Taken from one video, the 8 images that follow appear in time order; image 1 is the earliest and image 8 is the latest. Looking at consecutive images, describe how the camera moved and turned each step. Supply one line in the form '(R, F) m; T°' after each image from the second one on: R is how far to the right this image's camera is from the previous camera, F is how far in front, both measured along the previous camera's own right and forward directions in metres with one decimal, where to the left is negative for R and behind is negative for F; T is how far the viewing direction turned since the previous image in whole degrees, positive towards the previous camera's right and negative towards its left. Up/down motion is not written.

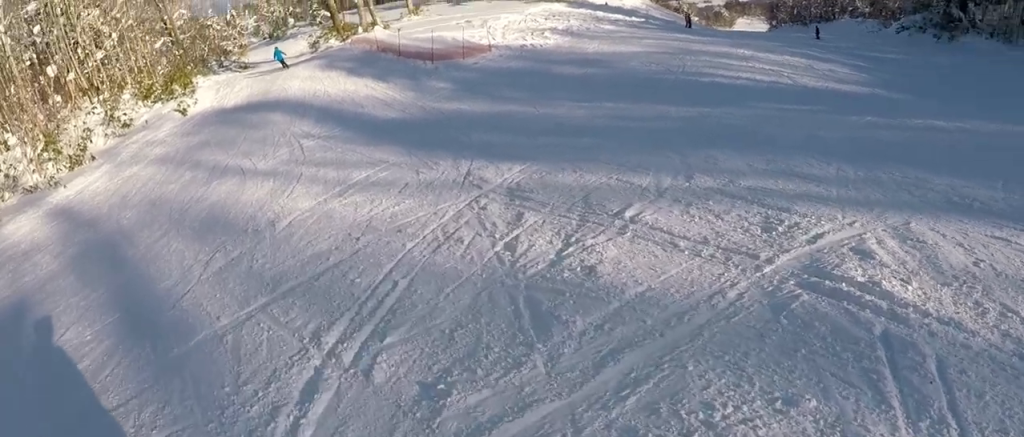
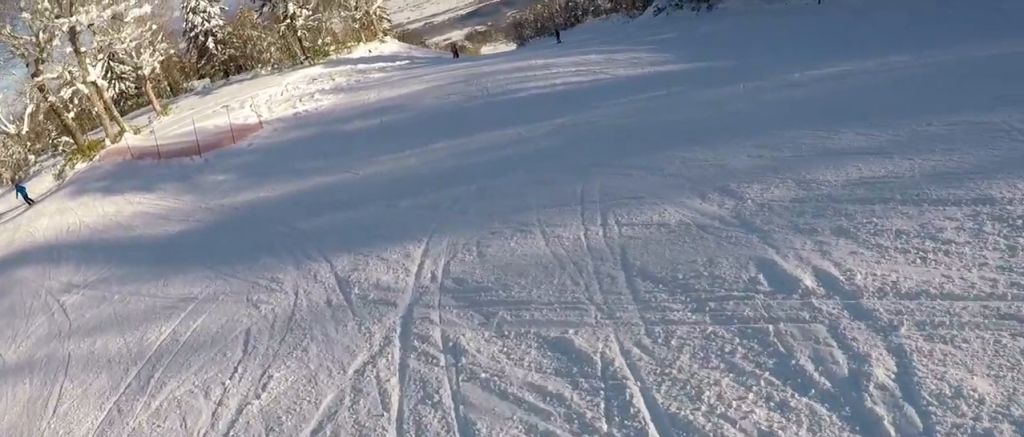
(+0.5, +4.2) m; +17°
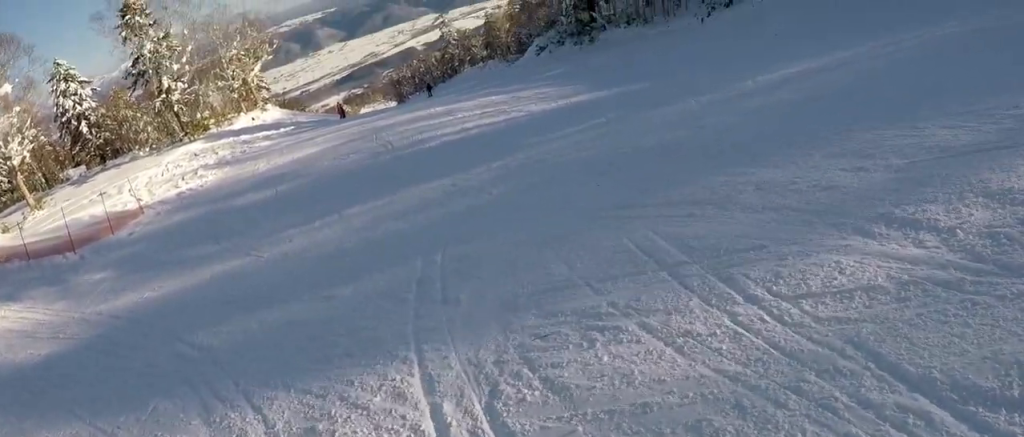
(-0.2, +2.6) m; +12°
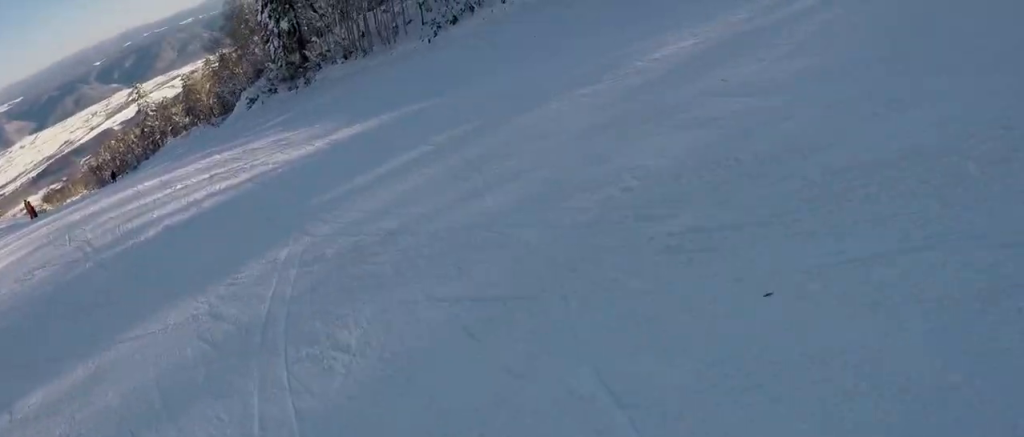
(+1.6, +5.3) m; +33°
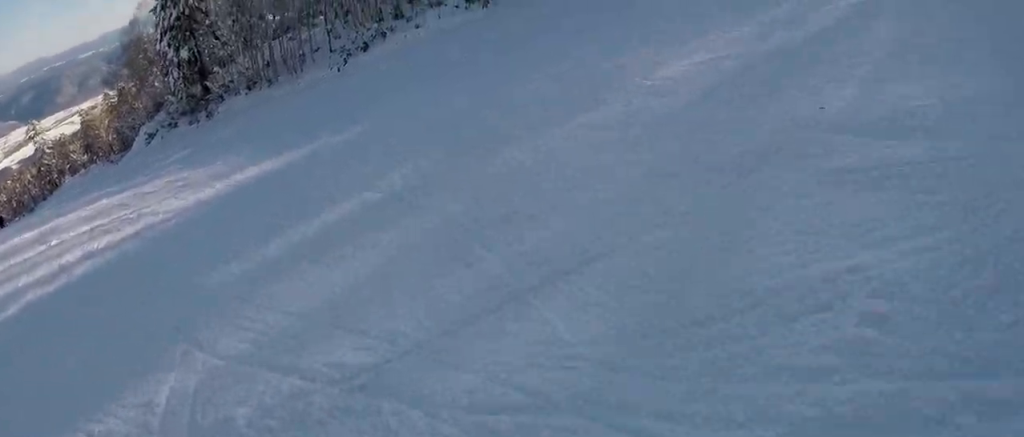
(+0.7, +2.4) m; +11°
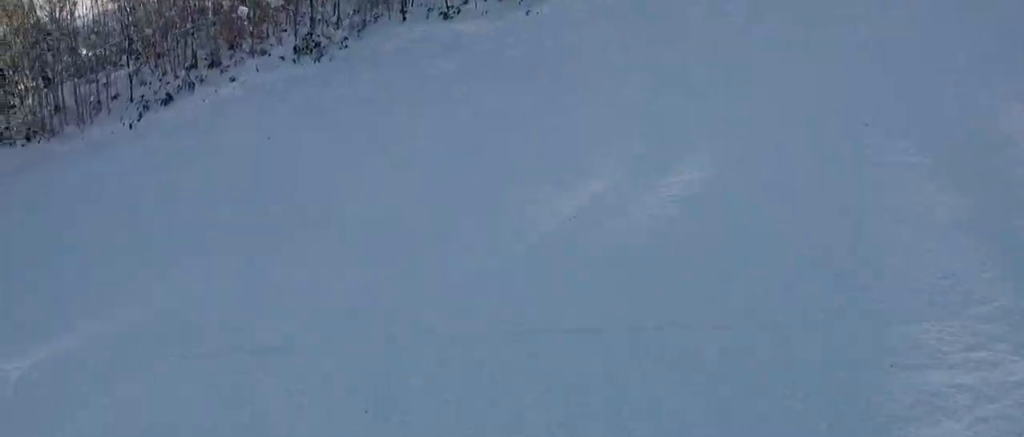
(+2.5, +9.4) m; -6°
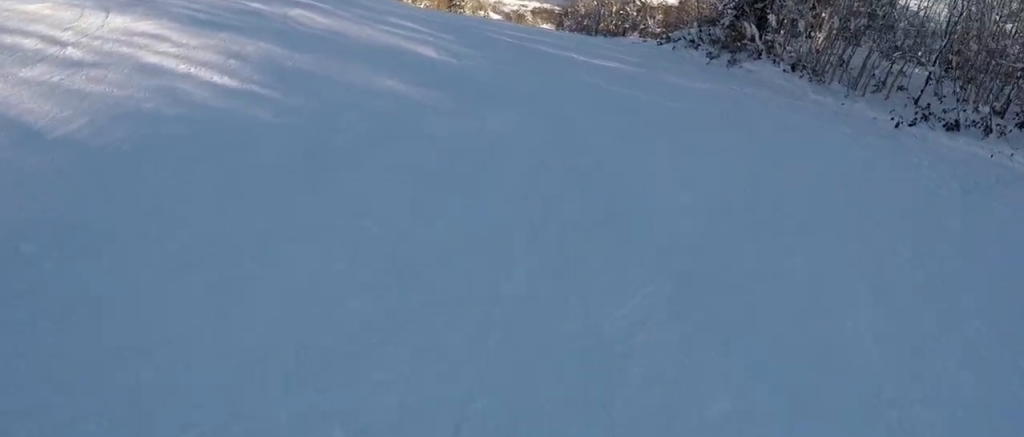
(-5.7, +6.7) m; -57°
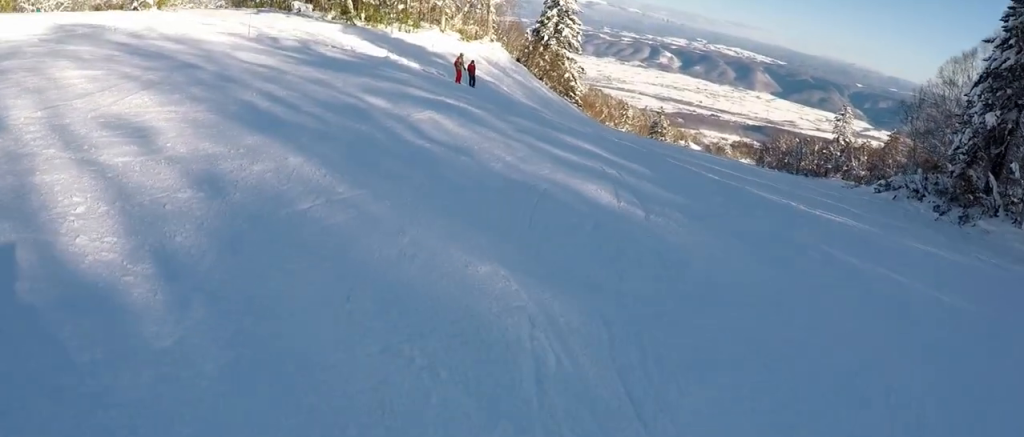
(-0.2, +4.8) m; -2°
